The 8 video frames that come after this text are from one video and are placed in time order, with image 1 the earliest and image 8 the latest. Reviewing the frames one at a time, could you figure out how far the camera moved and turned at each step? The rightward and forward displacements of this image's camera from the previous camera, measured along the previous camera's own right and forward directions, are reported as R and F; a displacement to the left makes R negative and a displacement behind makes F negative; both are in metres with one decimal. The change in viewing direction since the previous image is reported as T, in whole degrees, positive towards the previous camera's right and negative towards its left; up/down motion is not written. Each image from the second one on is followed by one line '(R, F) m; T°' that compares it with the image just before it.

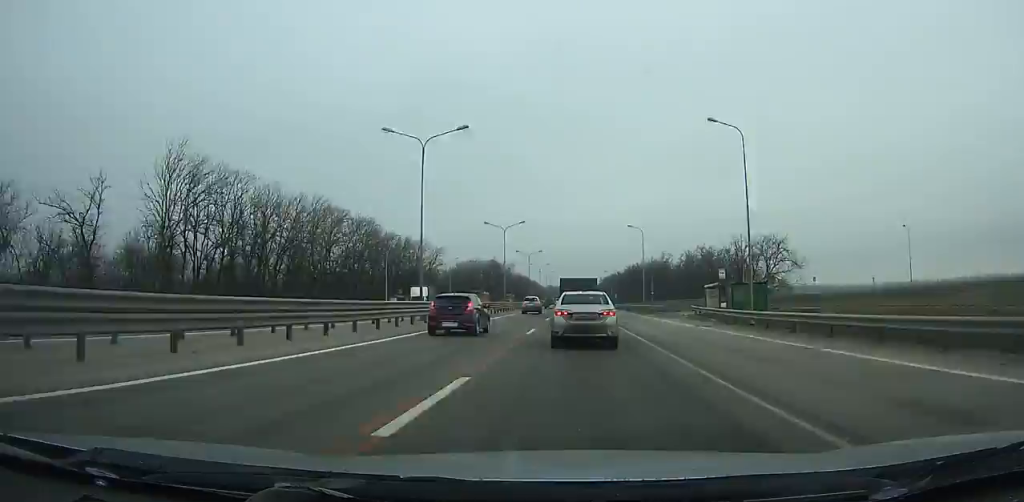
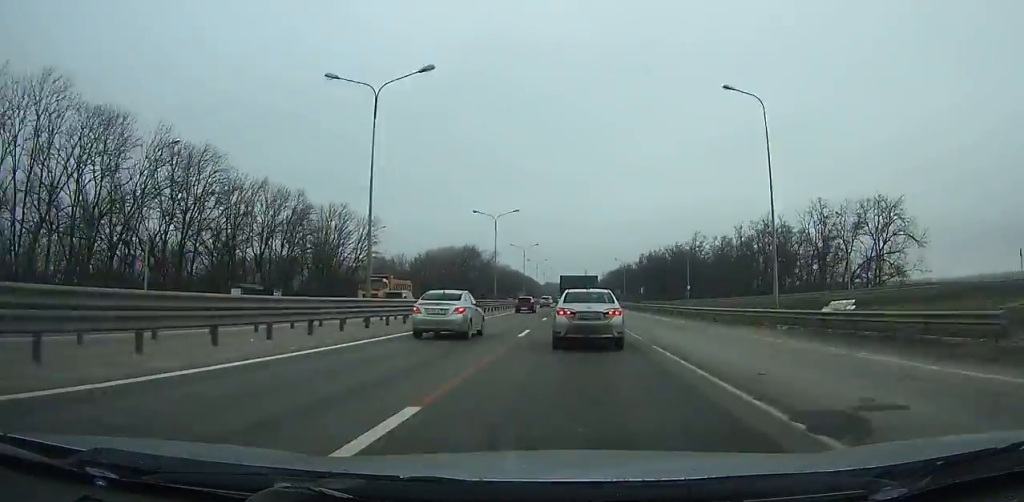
(+0.2, +52.0) m; 0°
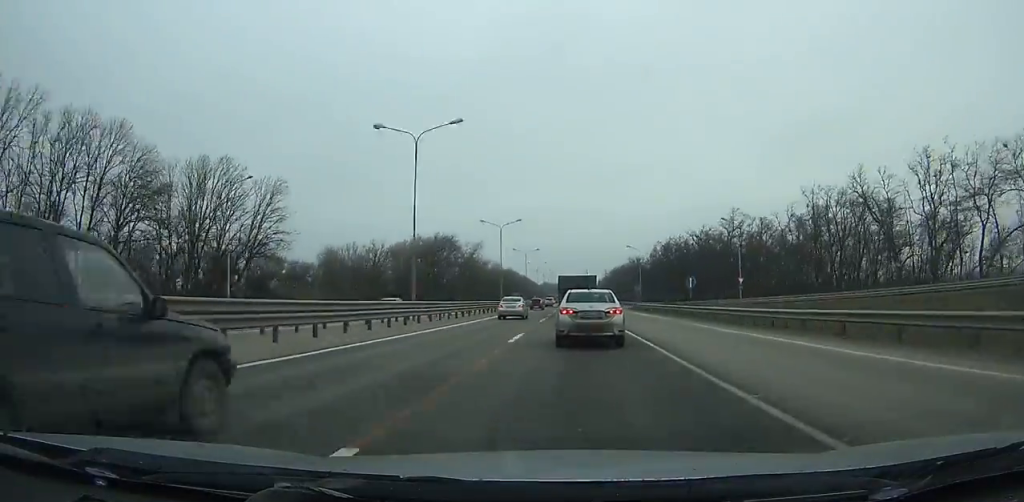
(0.0, +34.9) m; 0°
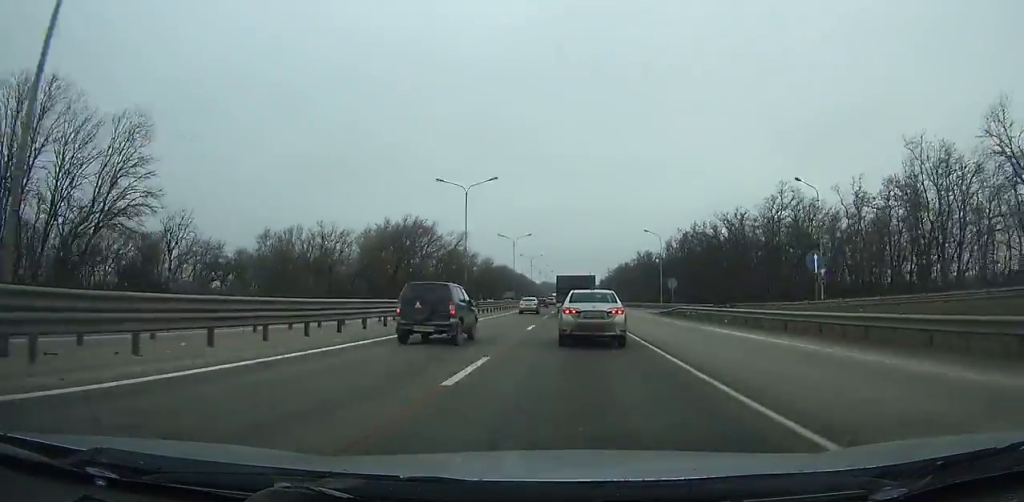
(0.0, +25.4) m; 0°
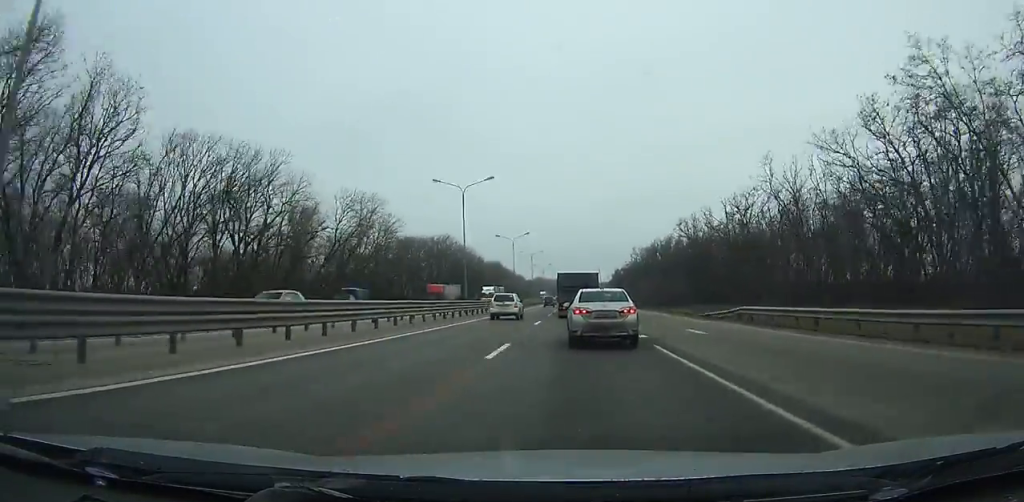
(-0.4, +127.0) m; -1°
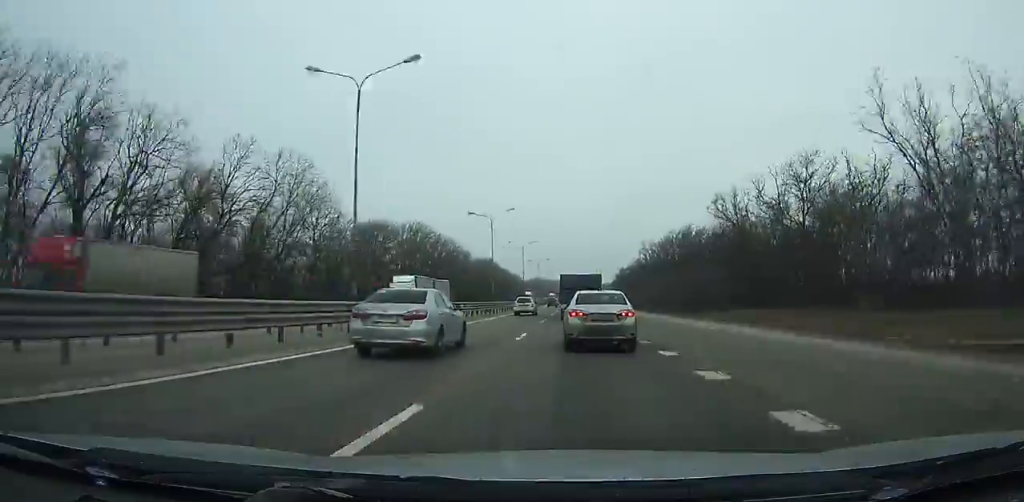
(0.0, +25.4) m; 0°
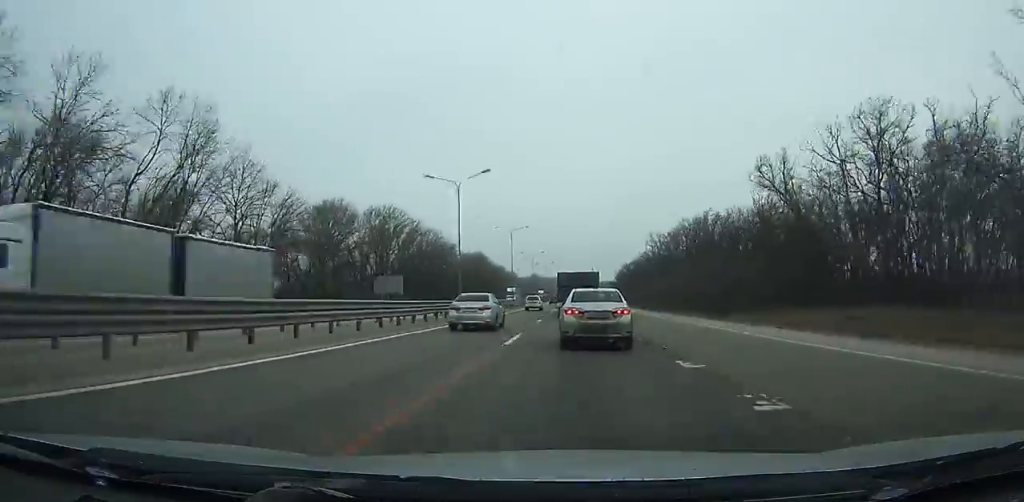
(-0.1, +19.0) m; 0°
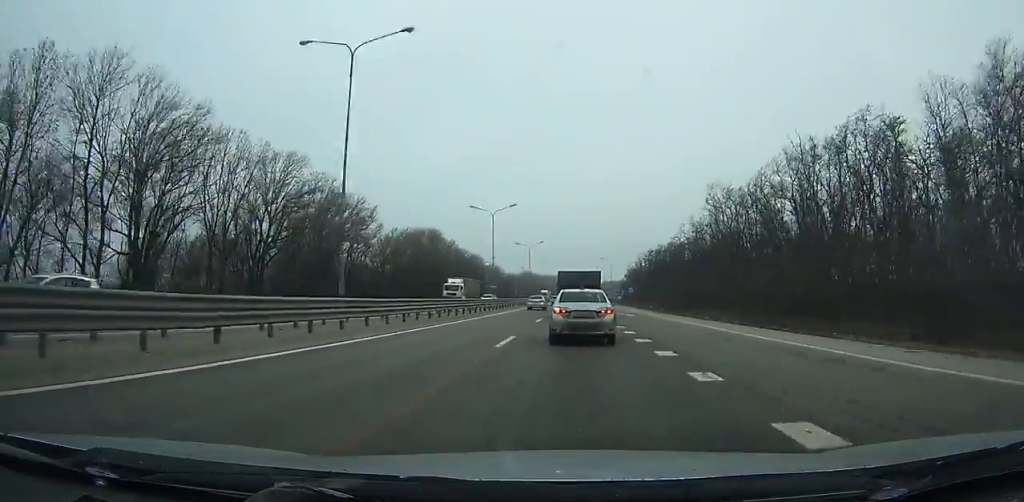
(+0.2, +68.3) m; -1°
